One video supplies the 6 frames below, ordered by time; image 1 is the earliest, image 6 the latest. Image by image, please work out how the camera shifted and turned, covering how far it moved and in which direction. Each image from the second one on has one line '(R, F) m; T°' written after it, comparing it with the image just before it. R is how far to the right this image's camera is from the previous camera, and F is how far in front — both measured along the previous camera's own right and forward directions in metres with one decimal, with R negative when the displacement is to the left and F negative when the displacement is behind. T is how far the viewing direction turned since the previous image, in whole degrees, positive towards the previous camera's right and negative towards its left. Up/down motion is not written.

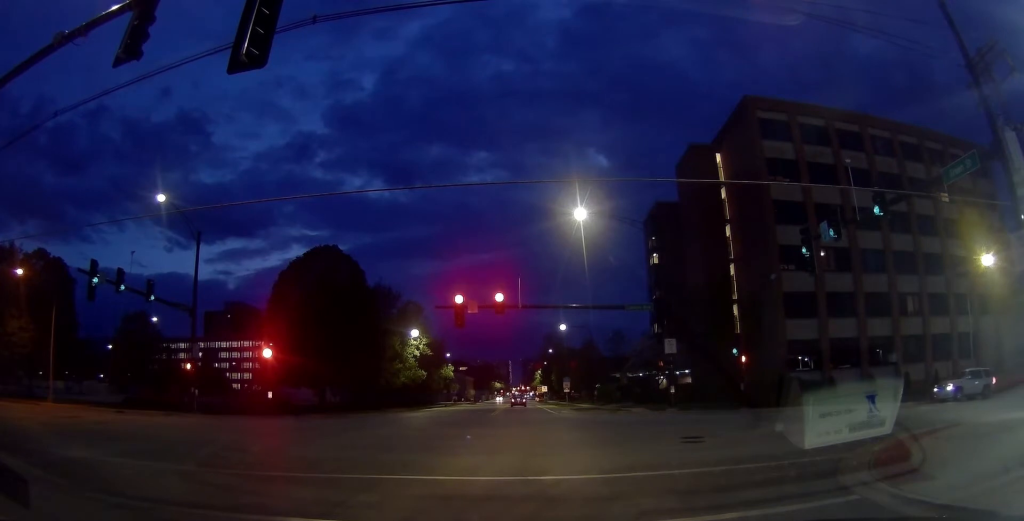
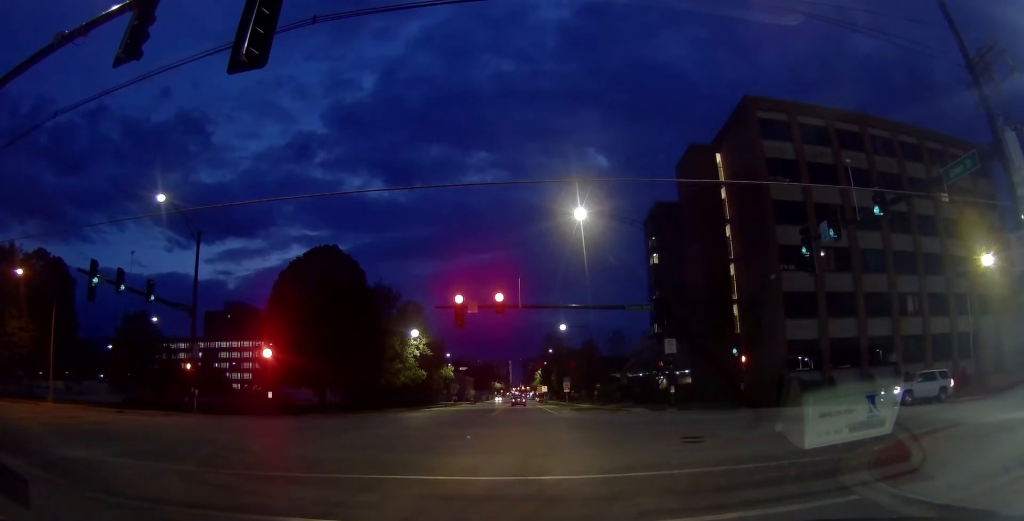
(0.0, 0.0) m; 0°
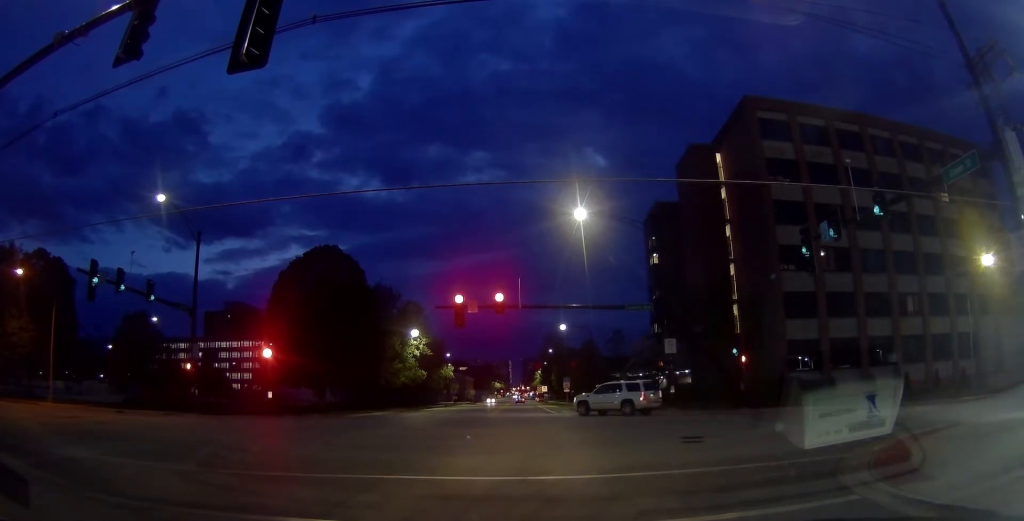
(0.0, +0.3) m; 0°
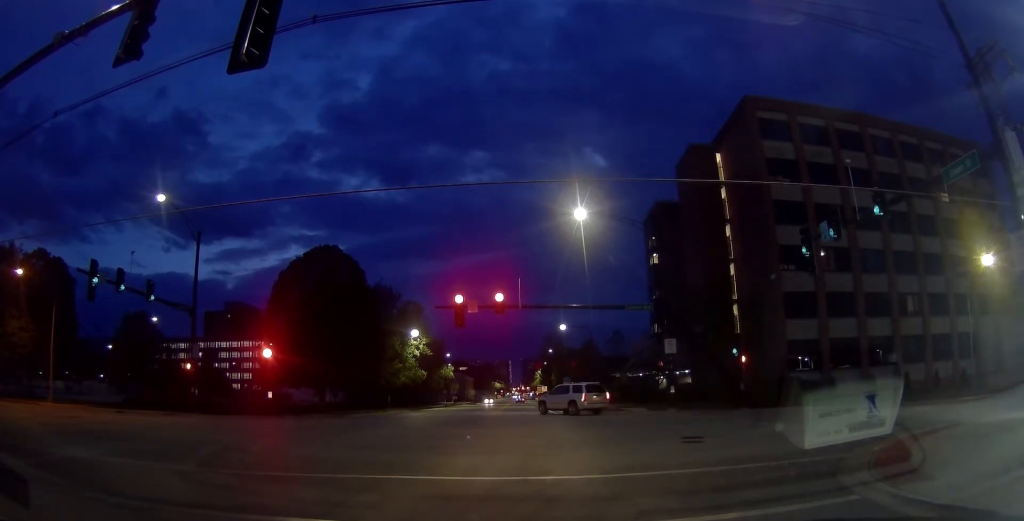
(0.0, 0.0) m; 0°
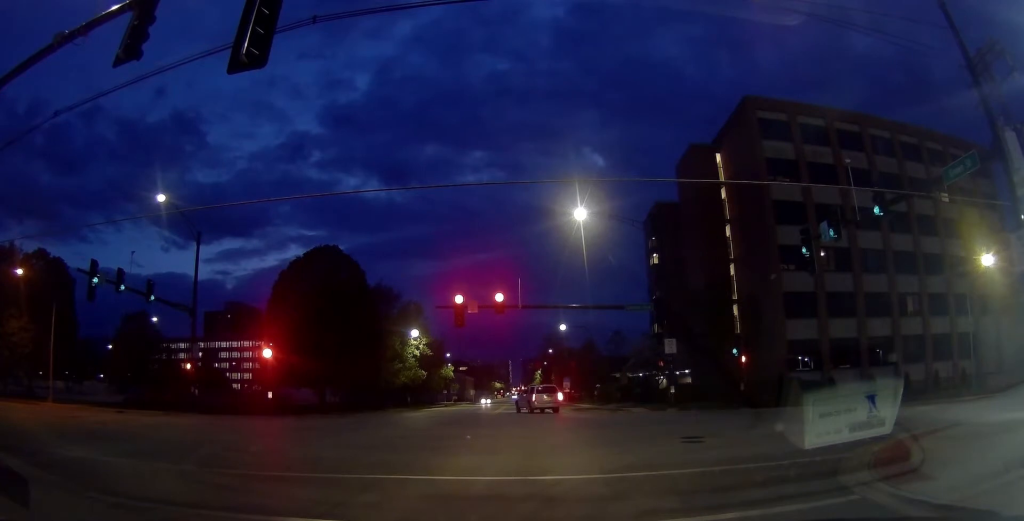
(0.0, 0.0) m; 0°
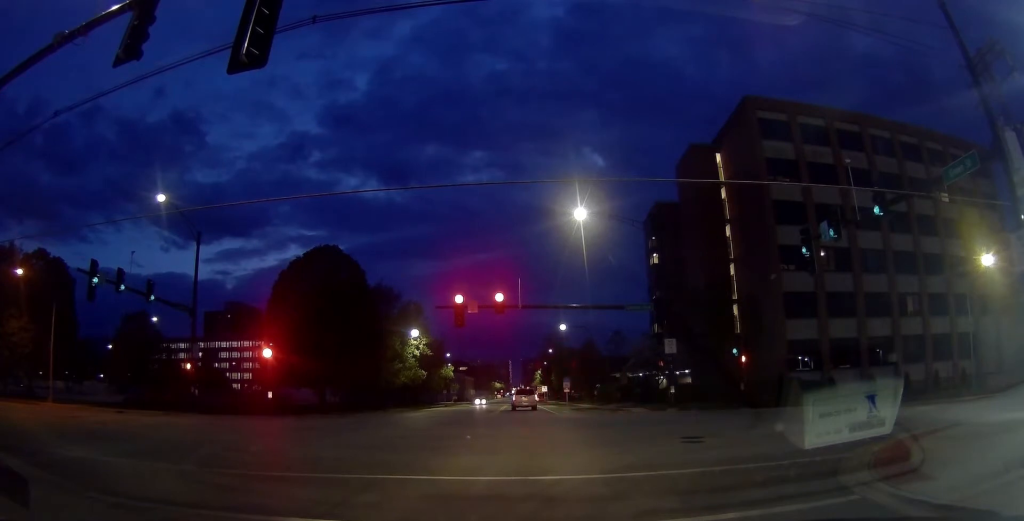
(0.0, 0.0) m; 0°
